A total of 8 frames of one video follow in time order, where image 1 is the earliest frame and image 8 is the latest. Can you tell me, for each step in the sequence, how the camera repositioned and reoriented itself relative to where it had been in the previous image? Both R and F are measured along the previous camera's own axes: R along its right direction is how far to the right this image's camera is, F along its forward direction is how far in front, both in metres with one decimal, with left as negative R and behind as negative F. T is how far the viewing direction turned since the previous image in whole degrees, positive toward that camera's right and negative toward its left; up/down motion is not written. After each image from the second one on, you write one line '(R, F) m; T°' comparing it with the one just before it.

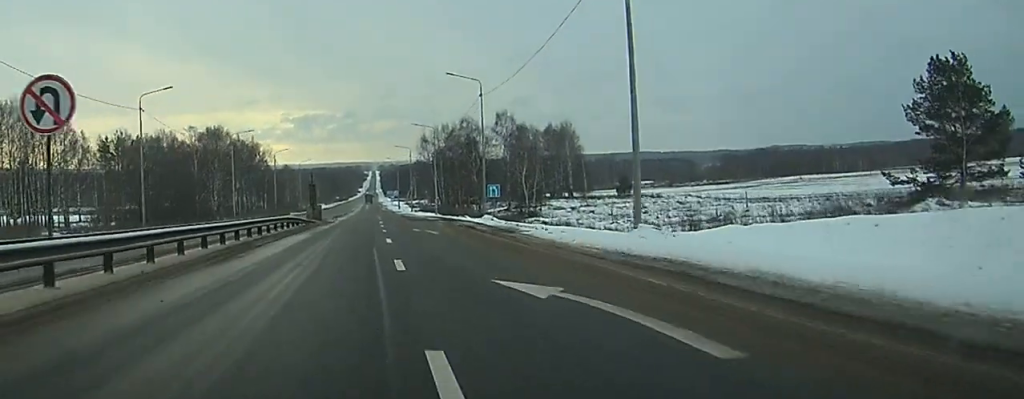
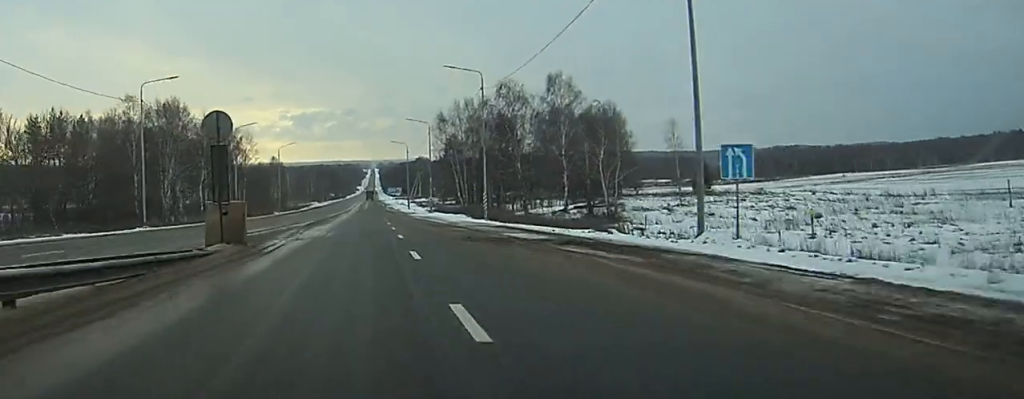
(+0.4, +49.6) m; +2°
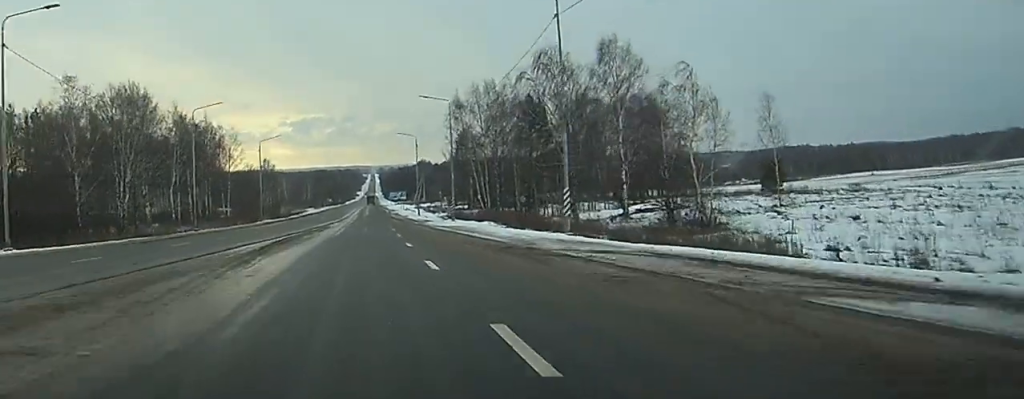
(+0.5, +28.4) m; -1°
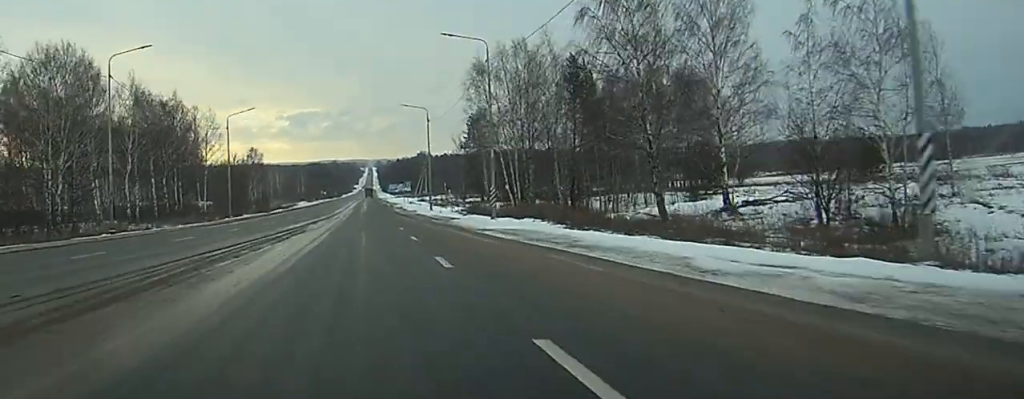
(-0.9, +24.4) m; -3°
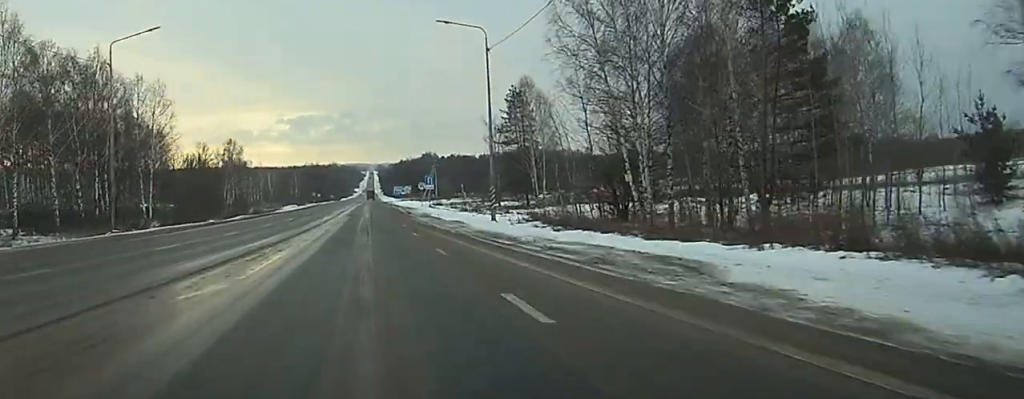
(-0.1, +39.5) m; +2°
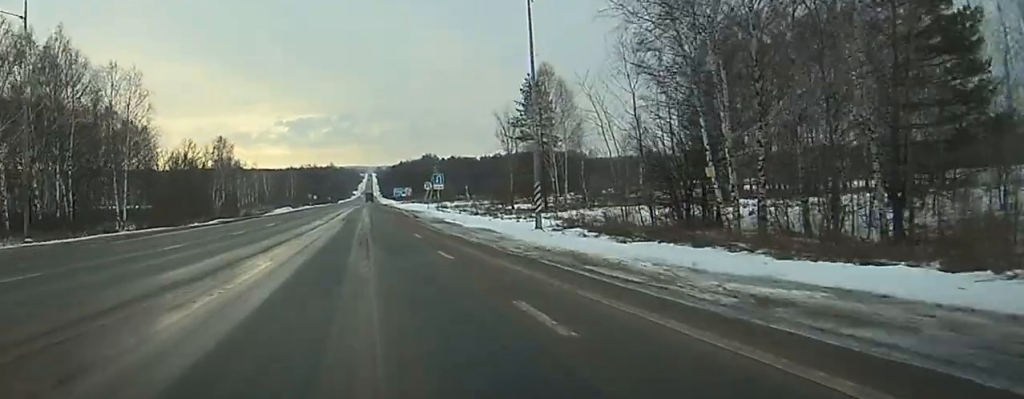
(+0.2, +11.8) m; +1°
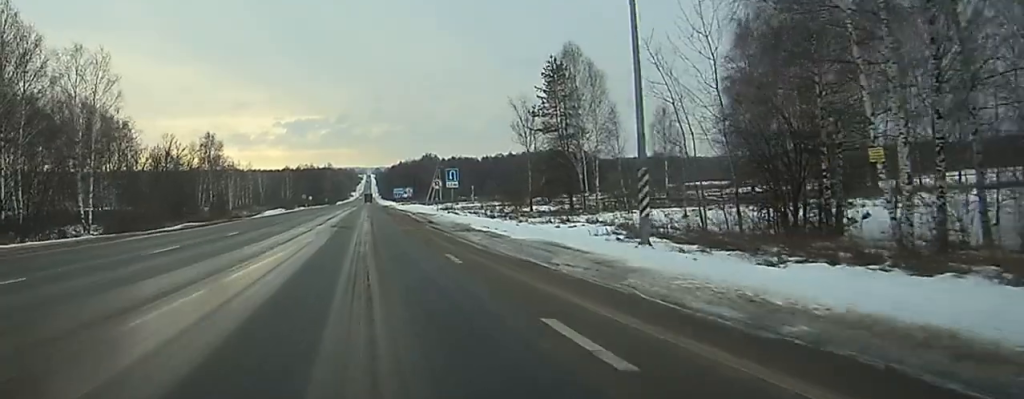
(0.0, +13.2) m; 0°
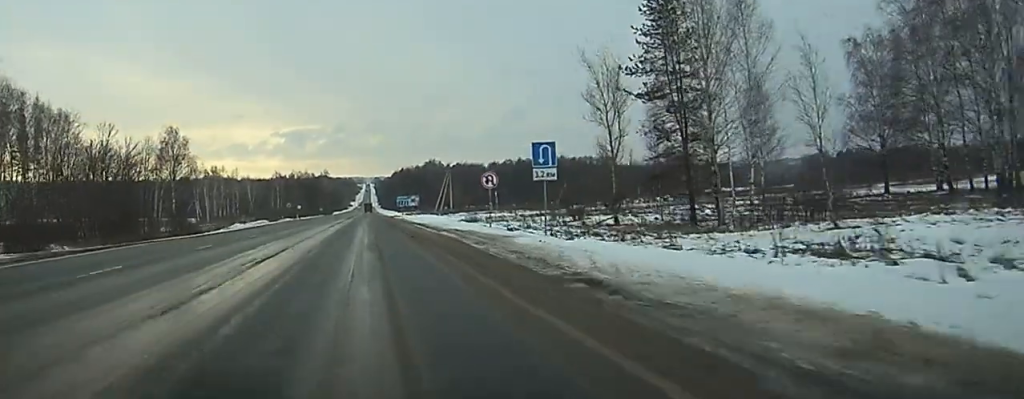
(-0.1, +34.1) m; 0°
